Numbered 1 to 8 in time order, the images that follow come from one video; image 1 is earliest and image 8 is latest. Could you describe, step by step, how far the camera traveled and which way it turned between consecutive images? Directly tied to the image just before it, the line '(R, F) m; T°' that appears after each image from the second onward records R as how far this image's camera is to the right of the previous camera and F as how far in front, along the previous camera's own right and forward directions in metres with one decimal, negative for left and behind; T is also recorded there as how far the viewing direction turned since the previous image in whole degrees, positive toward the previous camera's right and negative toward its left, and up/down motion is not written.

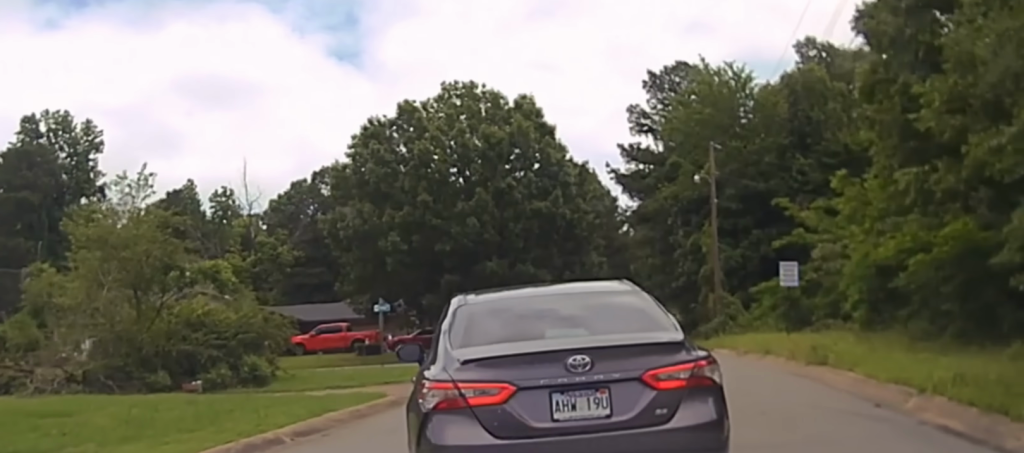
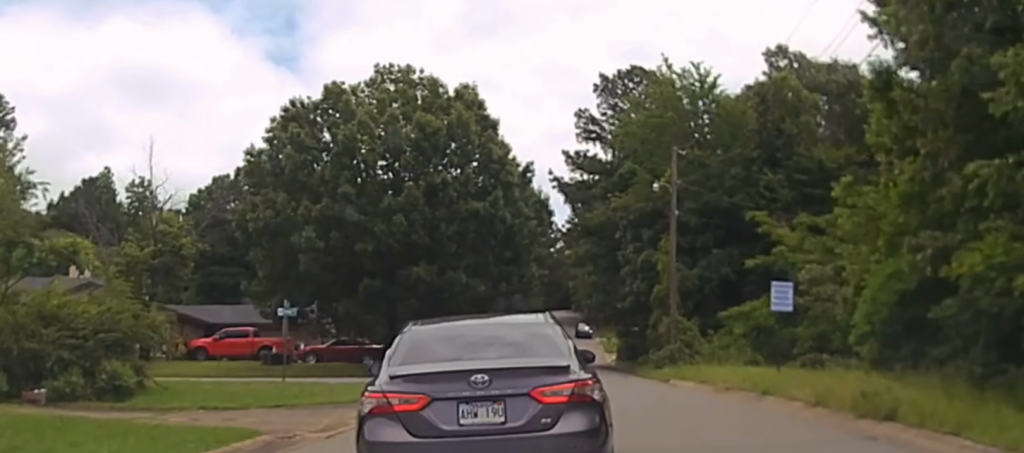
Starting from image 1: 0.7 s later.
(+0.4, +6.2) m; +5°
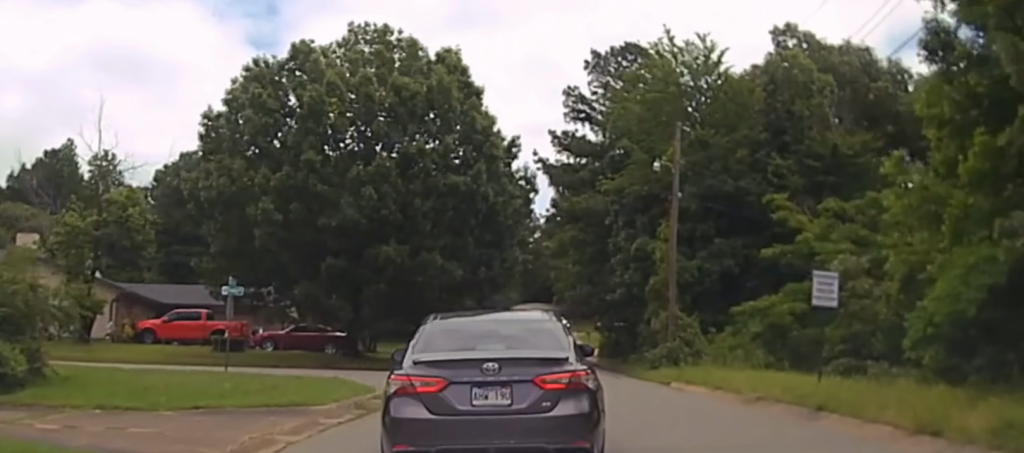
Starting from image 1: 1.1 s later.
(+0.1, +4.0) m; +3°
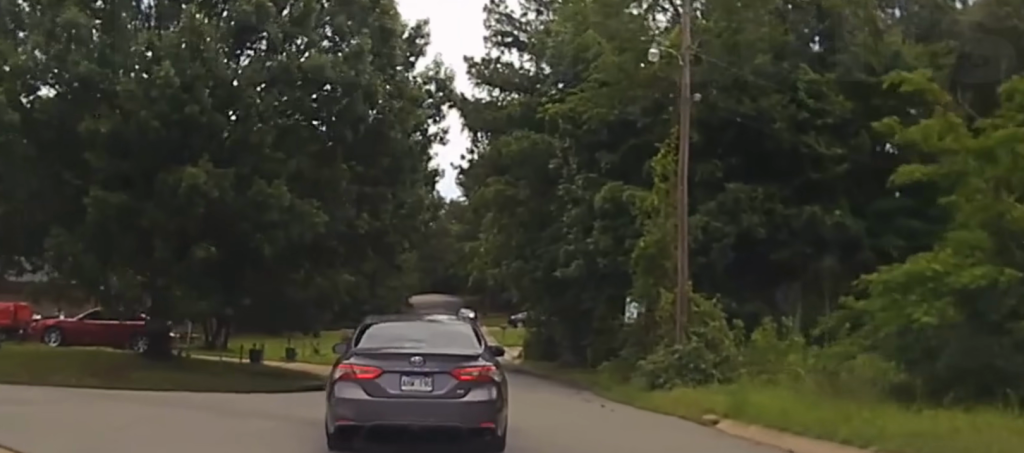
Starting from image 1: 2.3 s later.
(+0.9, +12.4) m; +5°
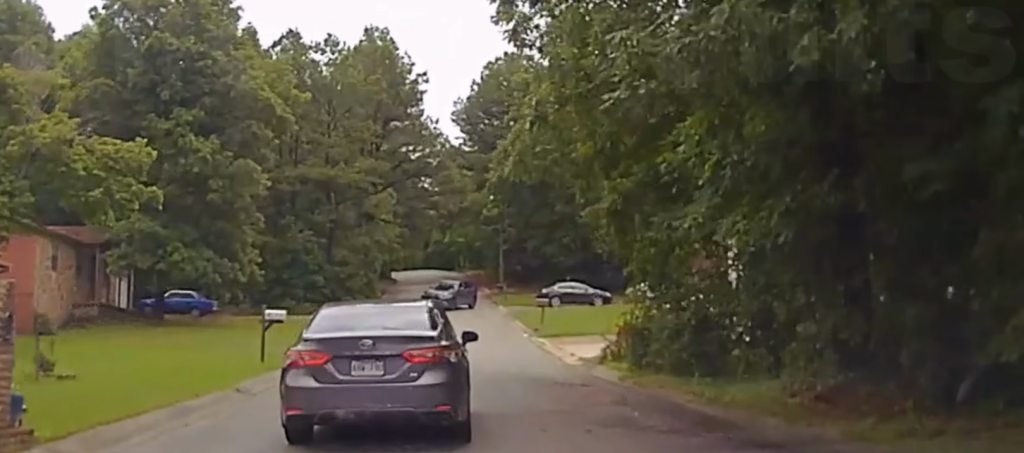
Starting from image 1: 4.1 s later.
(+0.1, +25.5) m; -2°
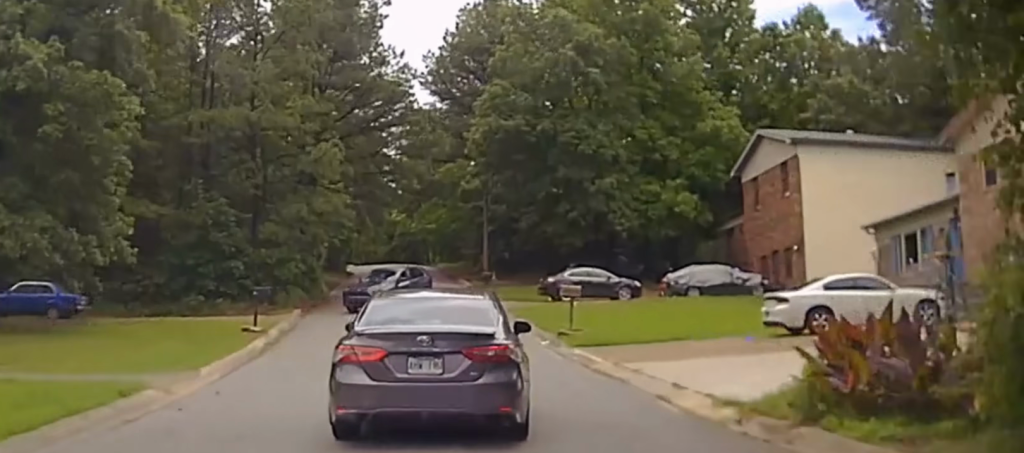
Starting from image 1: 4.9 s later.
(-0.4, +16.4) m; 0°
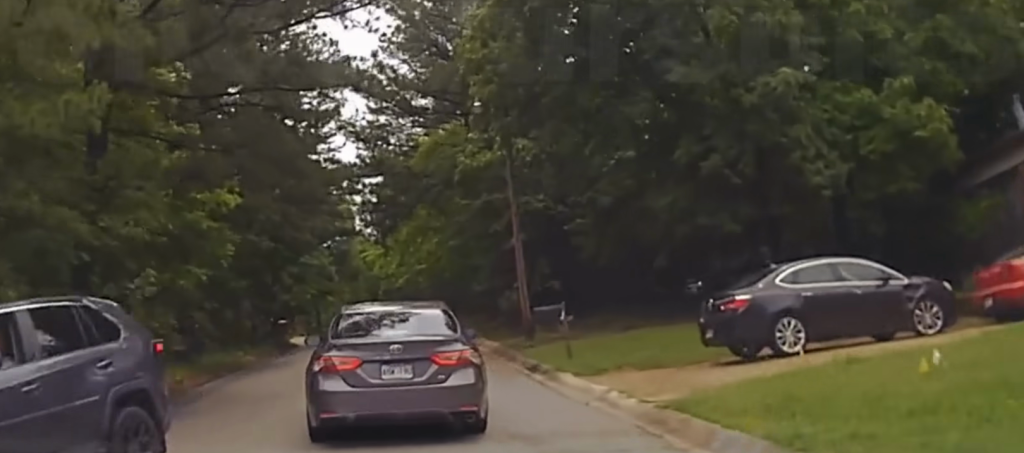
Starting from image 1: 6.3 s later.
(+0.7, +32.5) m; +1°
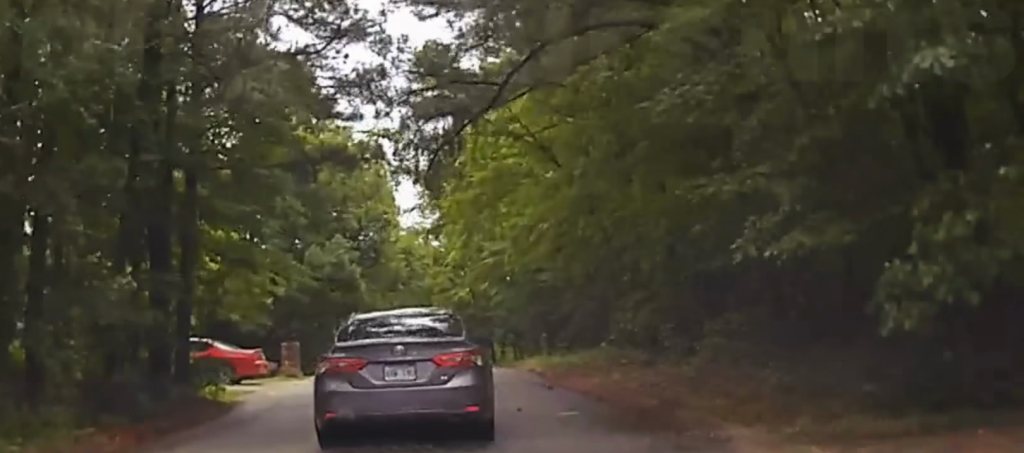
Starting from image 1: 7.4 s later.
(-0.1, +28.4) m; -1°
